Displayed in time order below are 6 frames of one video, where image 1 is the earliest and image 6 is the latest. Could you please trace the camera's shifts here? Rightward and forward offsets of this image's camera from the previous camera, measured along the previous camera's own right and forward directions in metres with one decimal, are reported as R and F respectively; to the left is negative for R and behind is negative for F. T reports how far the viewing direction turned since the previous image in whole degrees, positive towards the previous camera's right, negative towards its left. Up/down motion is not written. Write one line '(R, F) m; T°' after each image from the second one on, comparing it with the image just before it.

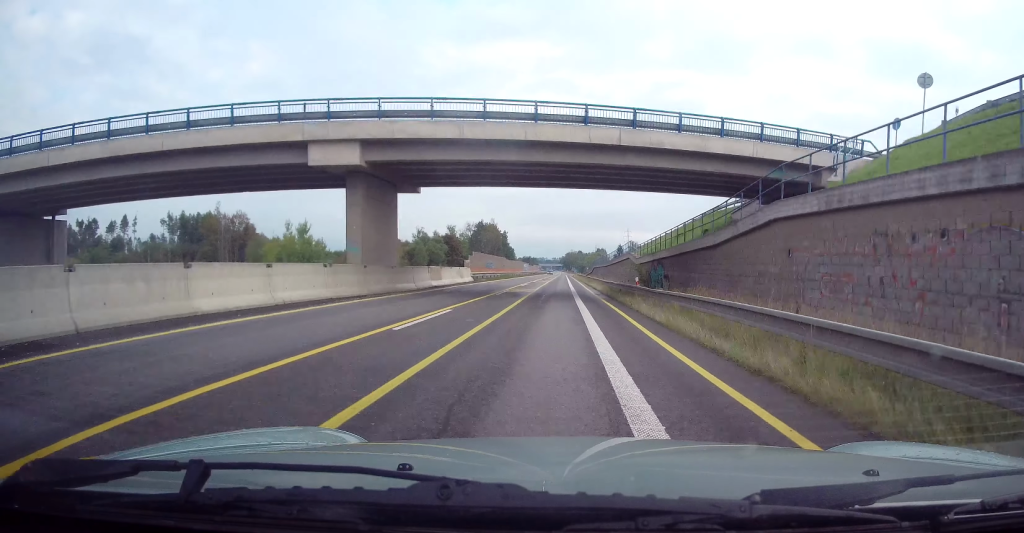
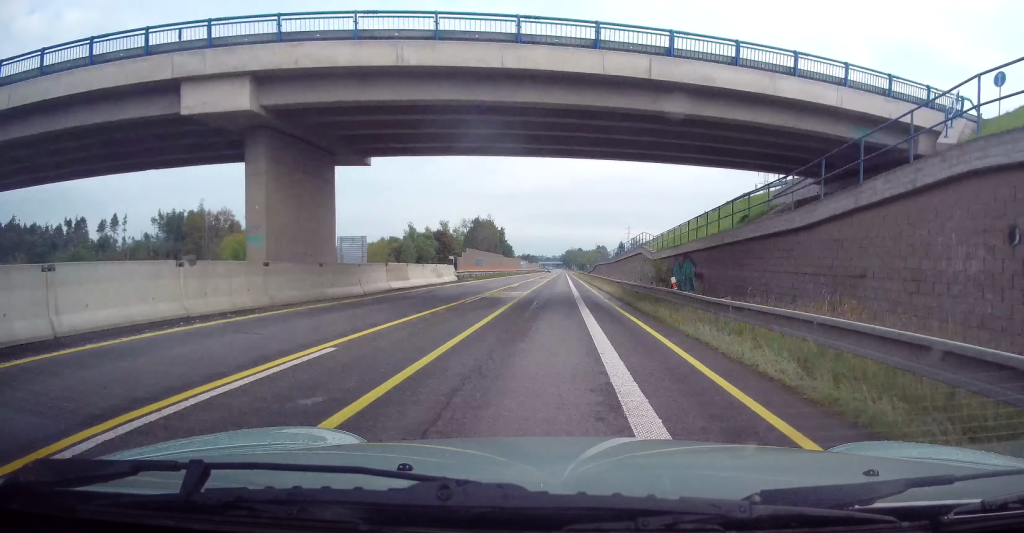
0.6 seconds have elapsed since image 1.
(+0.2, +9.4) m; 0°
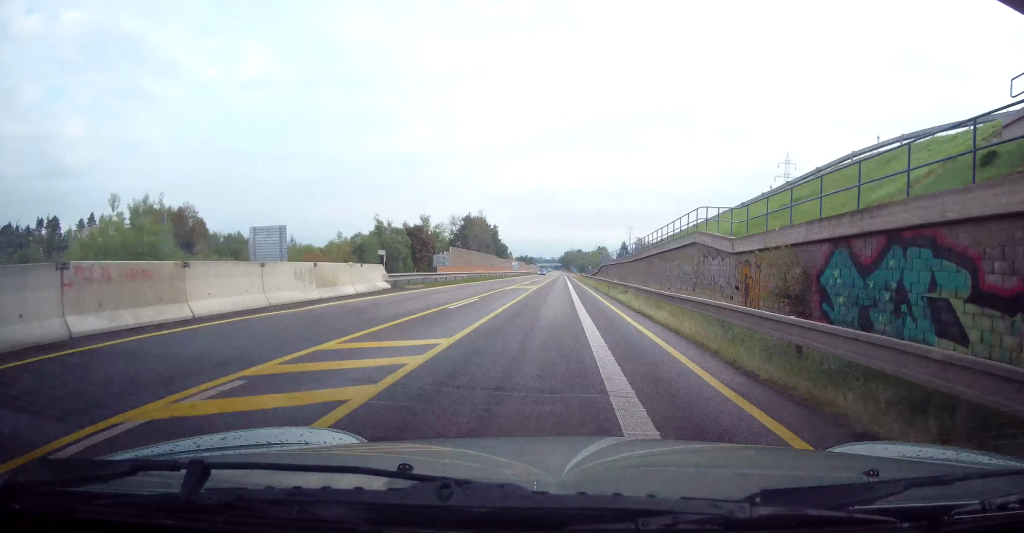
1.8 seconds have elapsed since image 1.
(0.0, +20.2) m; -2°
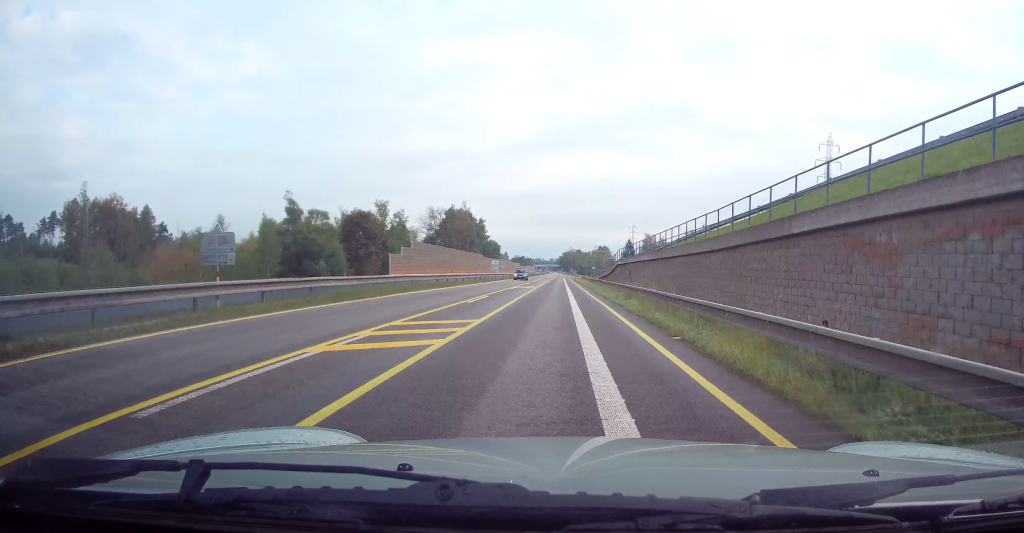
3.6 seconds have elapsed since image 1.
(-0.1, +31.2) m; +1°
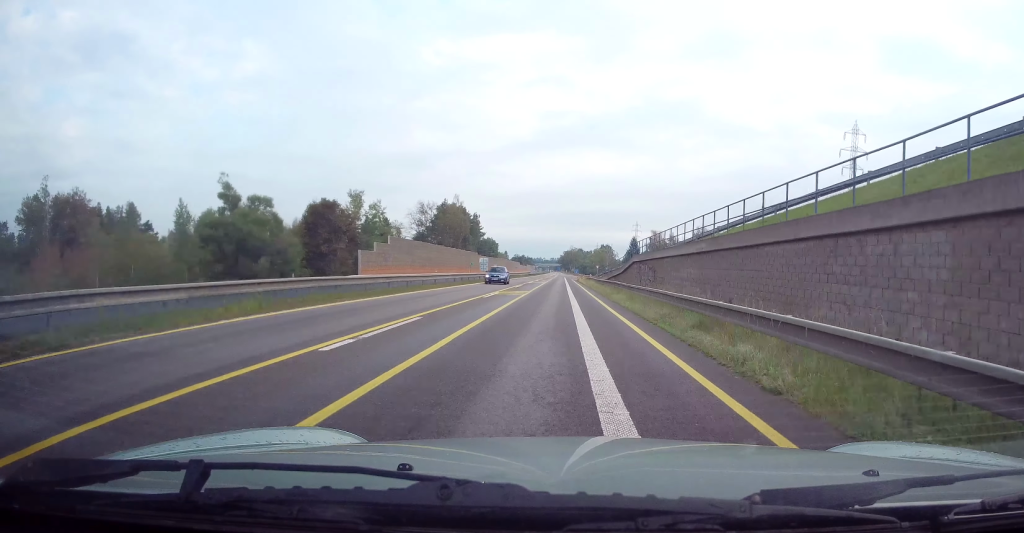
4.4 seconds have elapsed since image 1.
(+0.3, +13.4) m; 0°
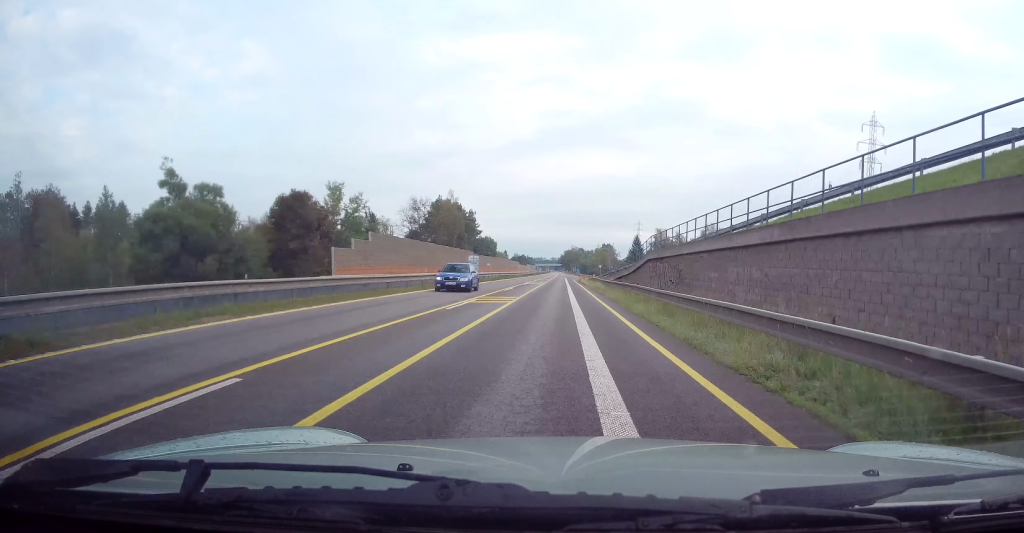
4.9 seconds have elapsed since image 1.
(-0.2, +8.1) m; 0°
